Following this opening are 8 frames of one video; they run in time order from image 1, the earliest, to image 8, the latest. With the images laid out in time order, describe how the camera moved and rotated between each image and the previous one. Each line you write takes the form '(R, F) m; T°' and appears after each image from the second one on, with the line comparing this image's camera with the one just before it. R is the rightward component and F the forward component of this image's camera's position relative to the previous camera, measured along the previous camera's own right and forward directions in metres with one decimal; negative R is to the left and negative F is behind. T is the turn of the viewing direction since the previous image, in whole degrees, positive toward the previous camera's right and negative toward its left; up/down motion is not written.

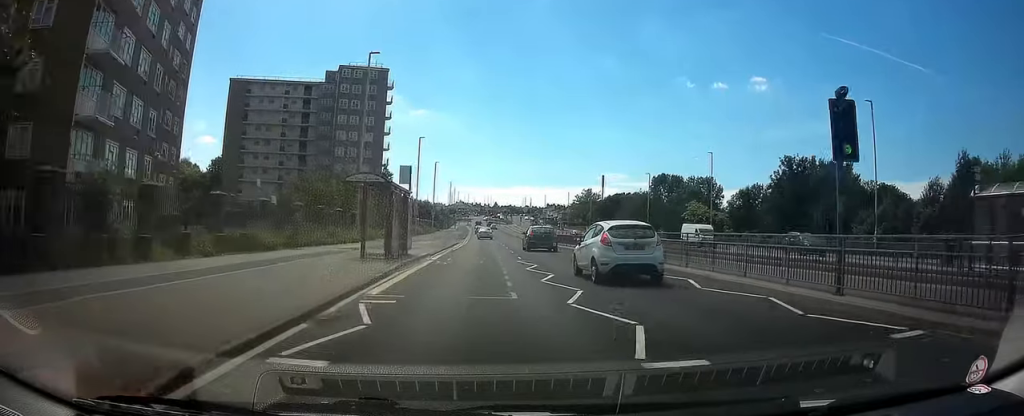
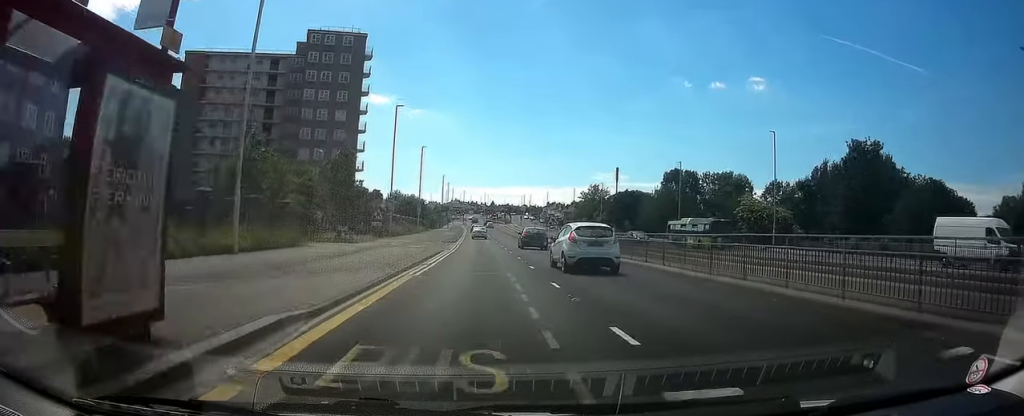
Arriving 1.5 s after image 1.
(-0.2, +18.4) m; -1°
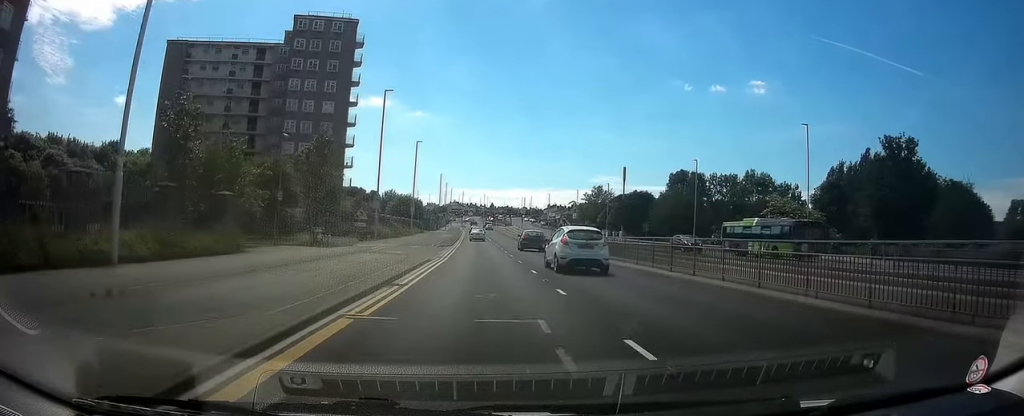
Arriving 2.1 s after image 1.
(0.0, +6.8) m; 0°
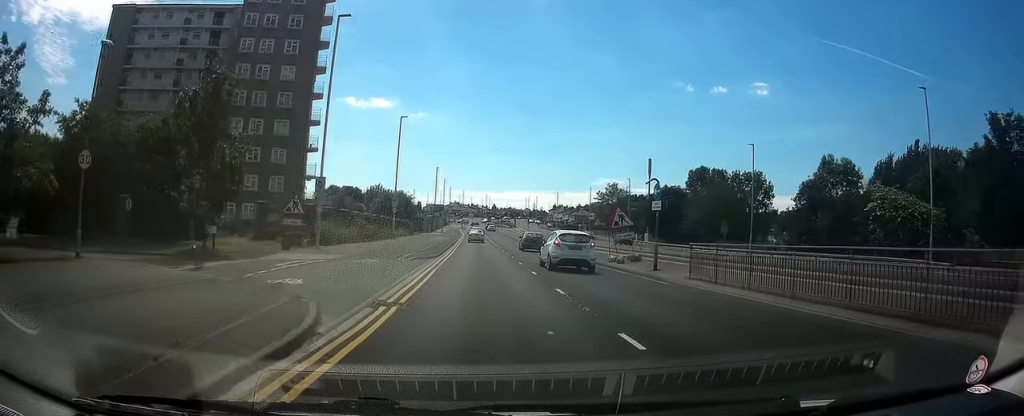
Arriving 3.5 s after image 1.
(-0.2, +17.2) m; -1°
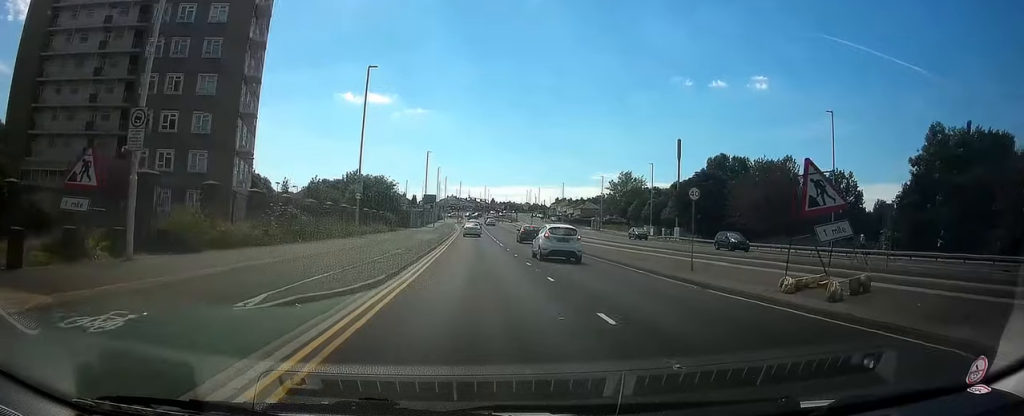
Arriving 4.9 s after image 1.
(+0.3, +16.8) m; +1°
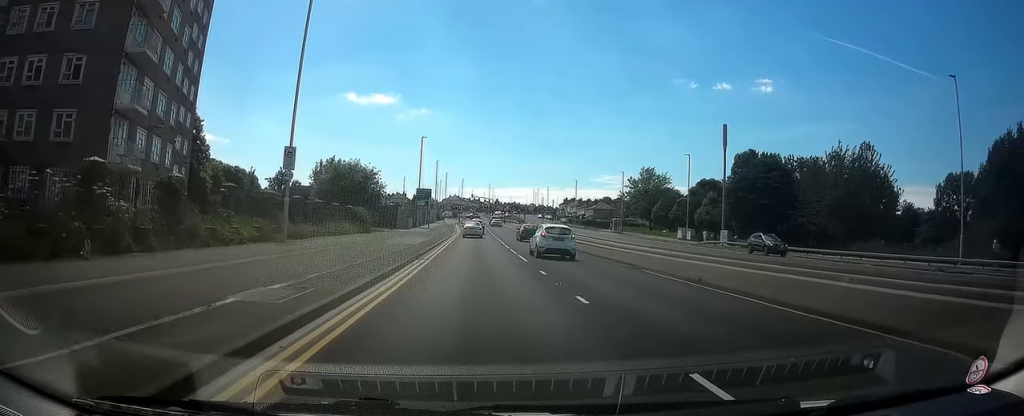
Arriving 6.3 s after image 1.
(-0.3, +16.6) m; -3°
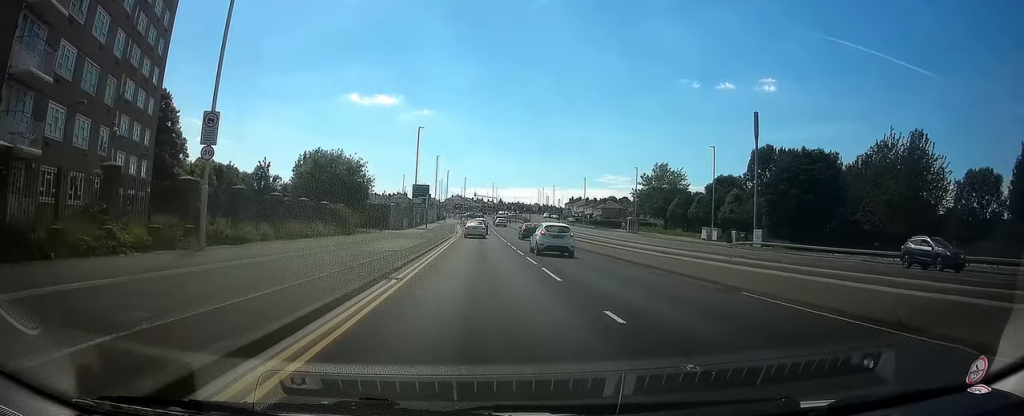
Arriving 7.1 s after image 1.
(-0.1, +8.8) m; -1°
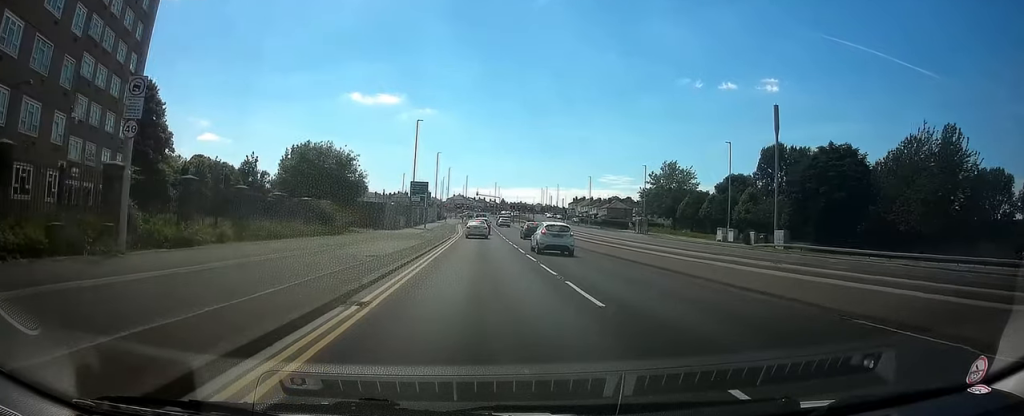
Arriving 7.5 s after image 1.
(0.0, +4.8) m; 0°
